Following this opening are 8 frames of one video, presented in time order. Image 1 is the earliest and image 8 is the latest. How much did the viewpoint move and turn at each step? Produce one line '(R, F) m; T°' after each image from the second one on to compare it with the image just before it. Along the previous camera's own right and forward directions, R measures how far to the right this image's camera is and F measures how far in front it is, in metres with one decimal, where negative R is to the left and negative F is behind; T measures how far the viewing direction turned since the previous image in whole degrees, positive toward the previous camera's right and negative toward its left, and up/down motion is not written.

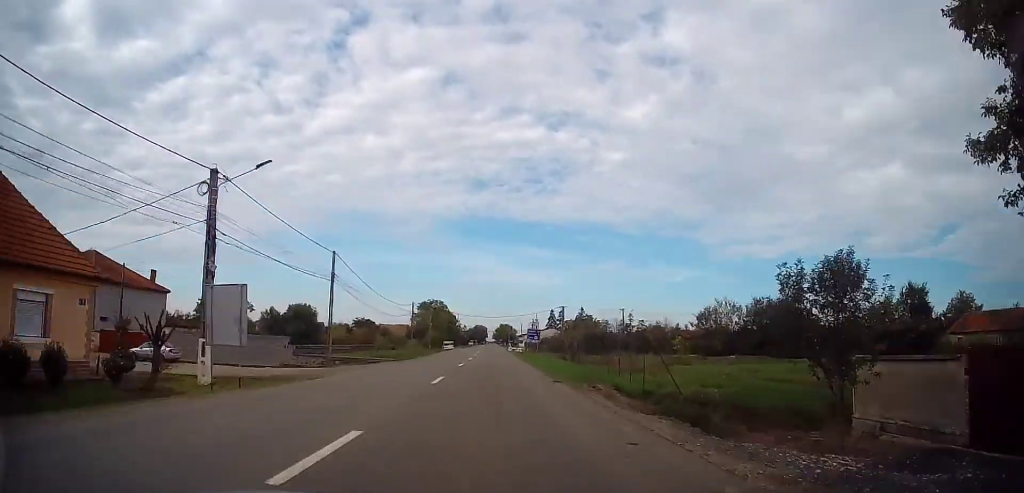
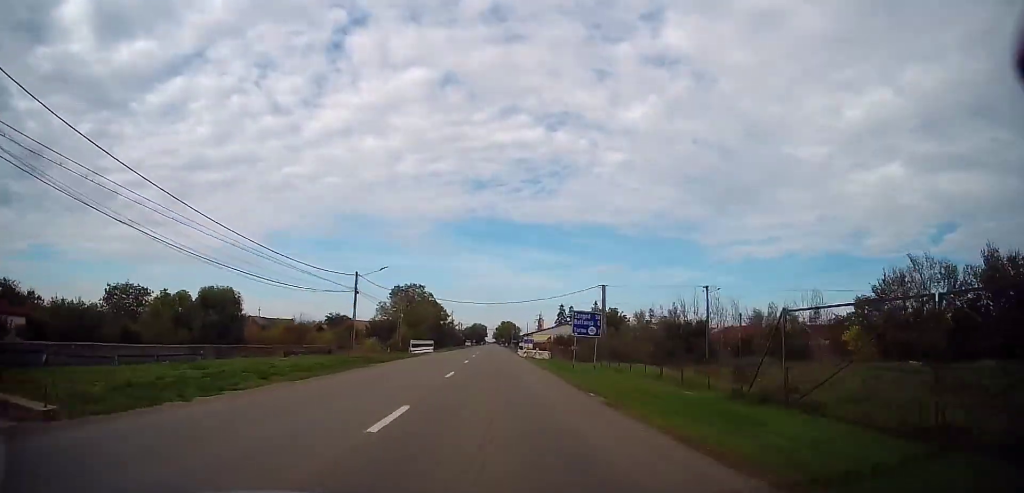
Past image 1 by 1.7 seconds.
(0.0, +31.4) m; 0°
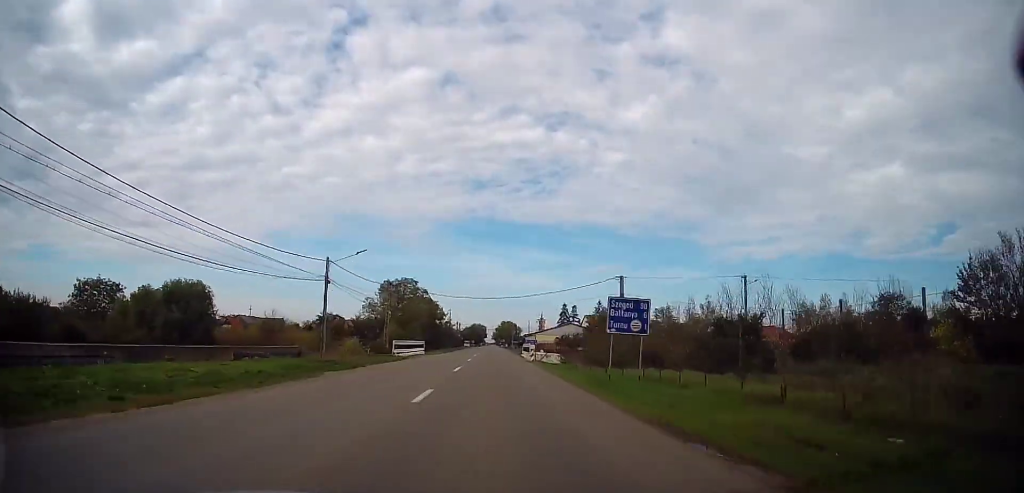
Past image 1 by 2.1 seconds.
(0.0, +7.8) m; 0°
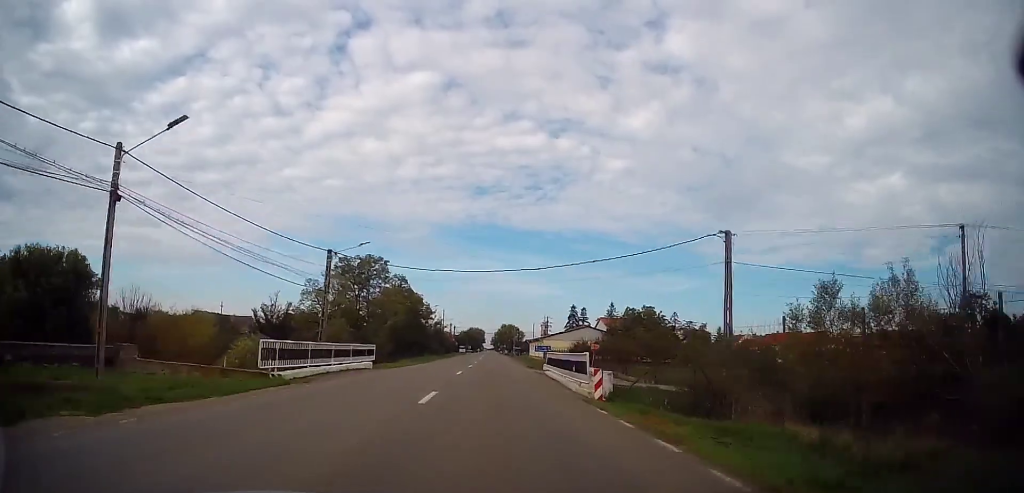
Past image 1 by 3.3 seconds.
(0.0, +21.9) m; 0°
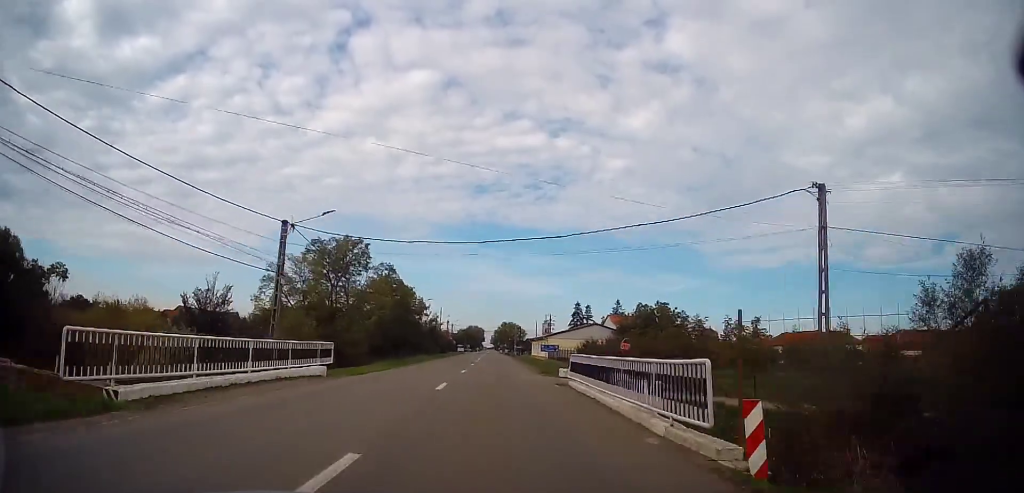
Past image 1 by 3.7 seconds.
(0.0, +8.2) m; 0°
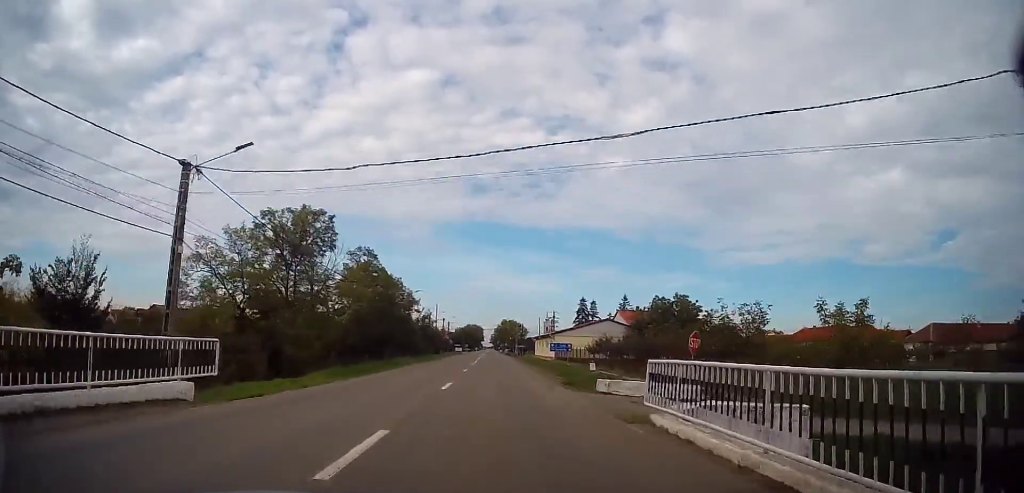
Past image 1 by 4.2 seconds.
(0.0, +9.8) m; 0°
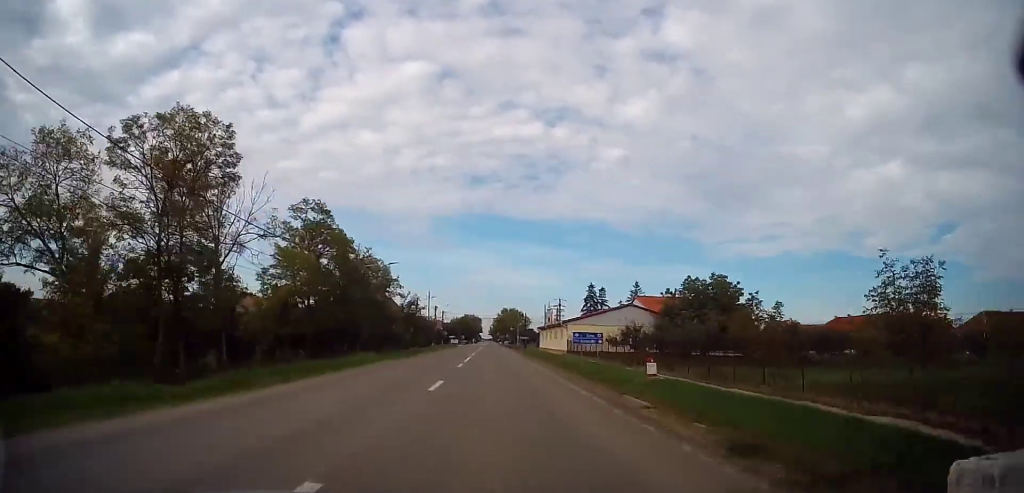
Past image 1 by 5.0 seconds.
(0.0, +14.3) m; 0°
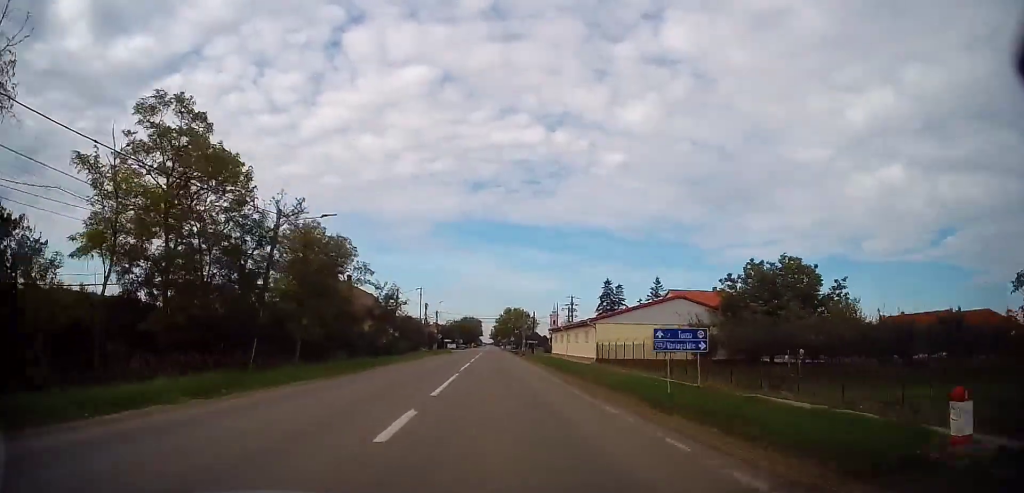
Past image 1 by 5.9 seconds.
(0.0, +17.3) m; 0°
